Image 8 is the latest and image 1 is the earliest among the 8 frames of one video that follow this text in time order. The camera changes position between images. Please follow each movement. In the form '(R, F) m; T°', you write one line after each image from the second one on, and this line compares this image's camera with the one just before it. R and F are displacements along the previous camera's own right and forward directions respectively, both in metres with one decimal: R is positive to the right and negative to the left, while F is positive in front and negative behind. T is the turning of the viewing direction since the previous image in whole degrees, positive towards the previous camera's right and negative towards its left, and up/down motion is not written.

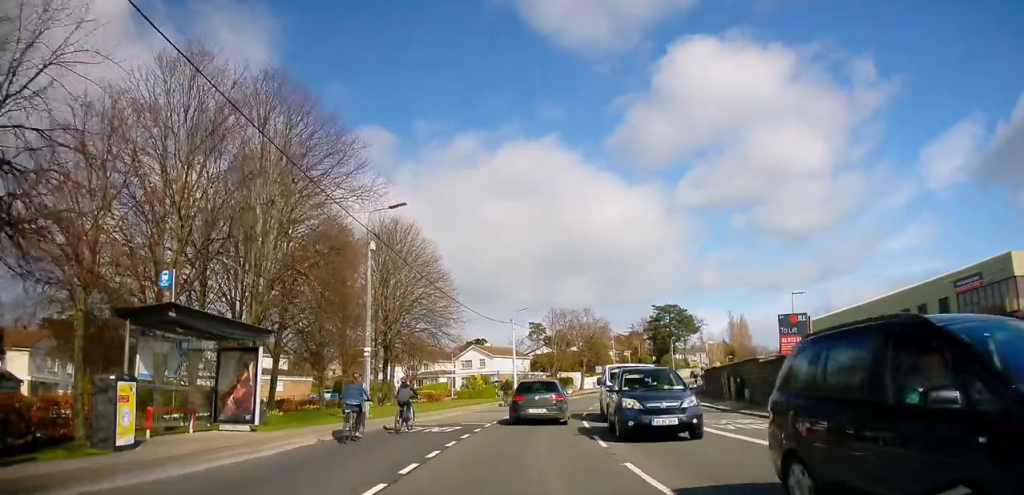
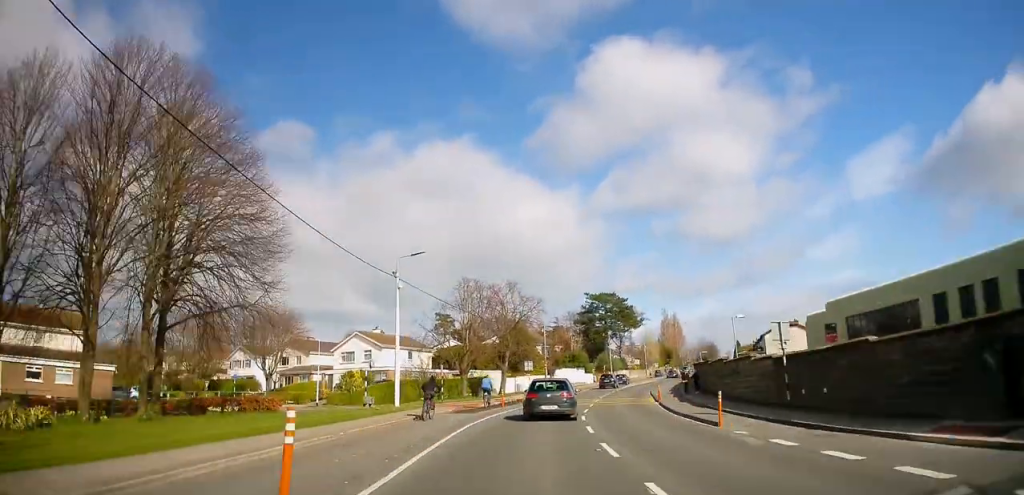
(+1.6, +24.6) m; +8°
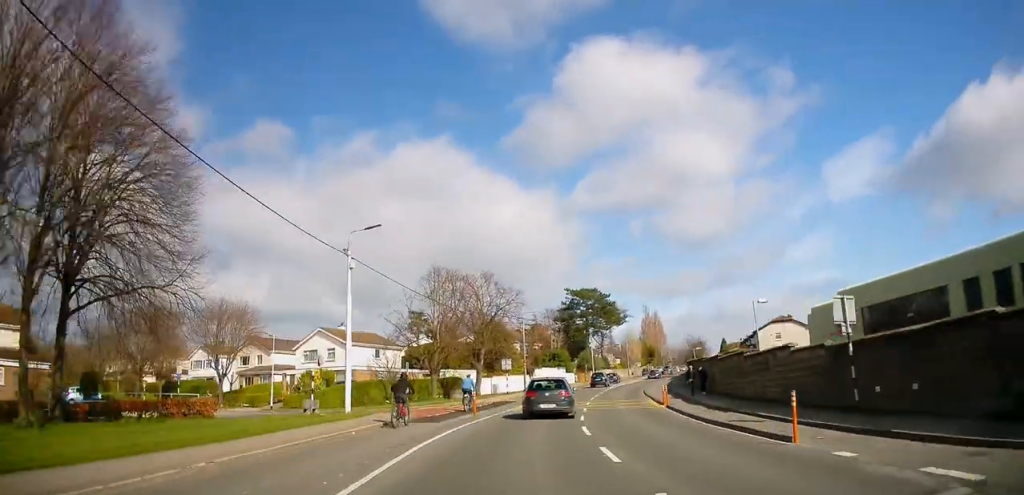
(0.0, +5.7) m; +2°
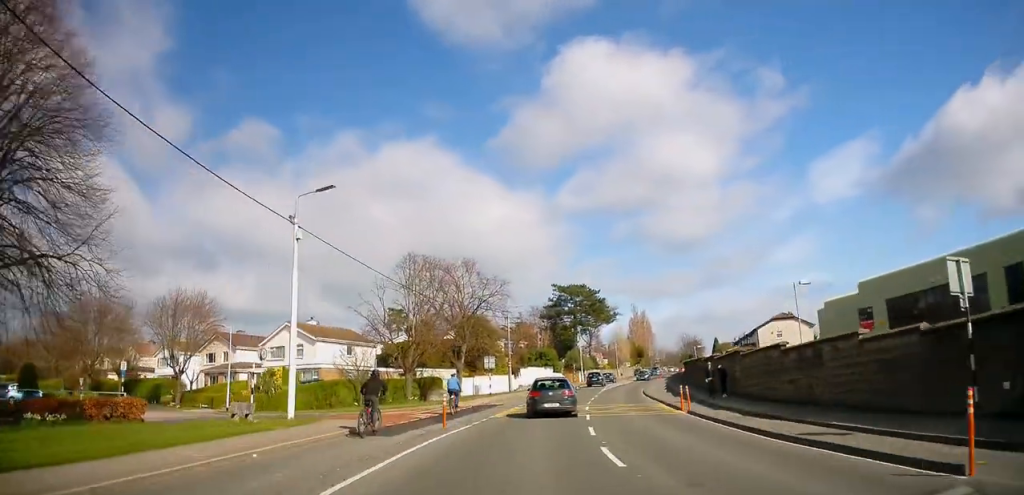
(+0.2, +5.7) m; +2°
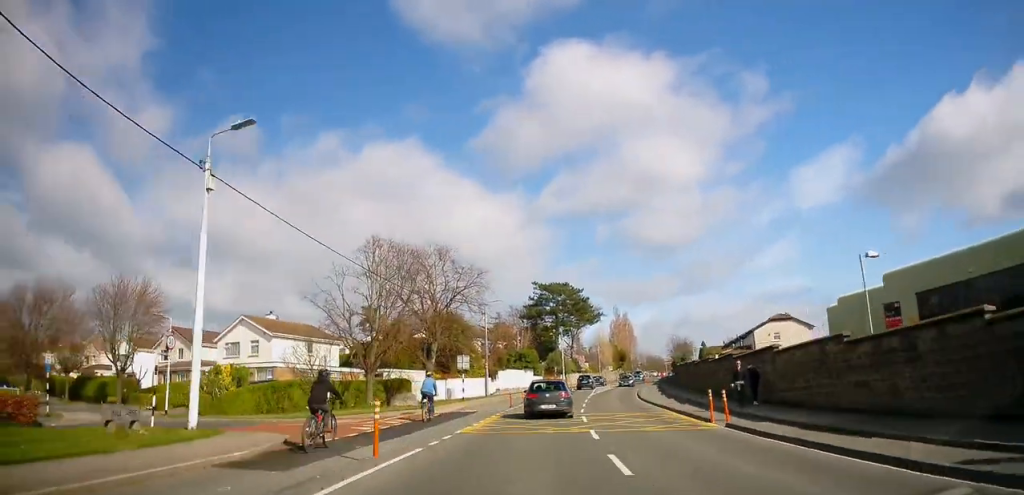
(+0.1, +5.7) m; +2°
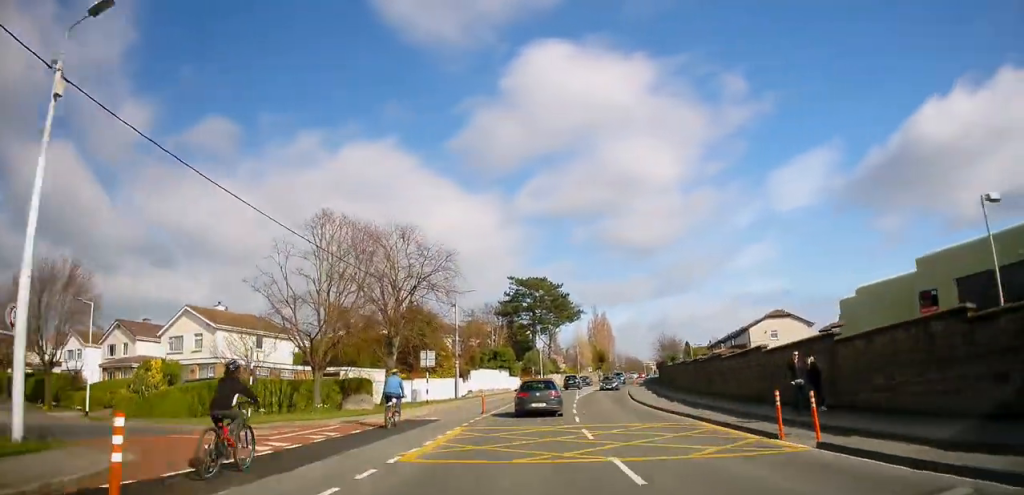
(+0.1, +6.2) m; +2°
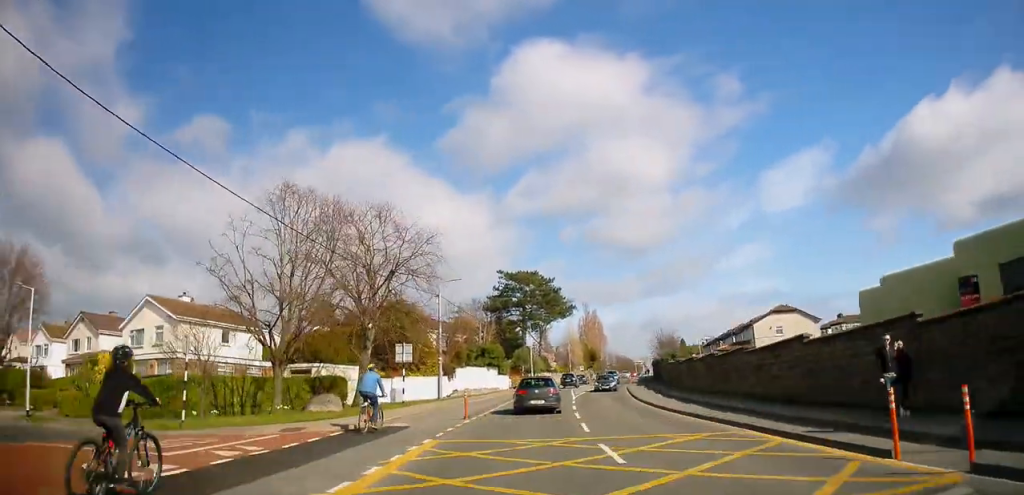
(0.0, +4.4) m; +2°
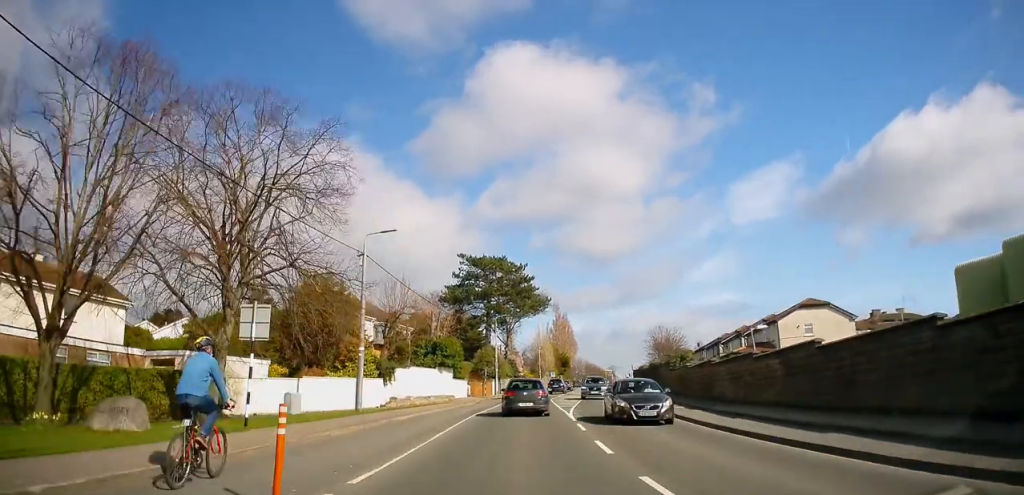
(+0.6, +14.6) m; +2°
